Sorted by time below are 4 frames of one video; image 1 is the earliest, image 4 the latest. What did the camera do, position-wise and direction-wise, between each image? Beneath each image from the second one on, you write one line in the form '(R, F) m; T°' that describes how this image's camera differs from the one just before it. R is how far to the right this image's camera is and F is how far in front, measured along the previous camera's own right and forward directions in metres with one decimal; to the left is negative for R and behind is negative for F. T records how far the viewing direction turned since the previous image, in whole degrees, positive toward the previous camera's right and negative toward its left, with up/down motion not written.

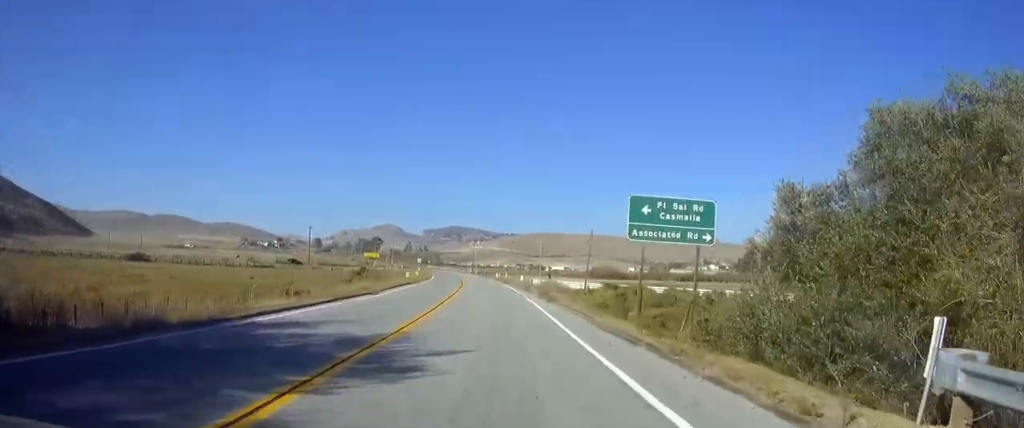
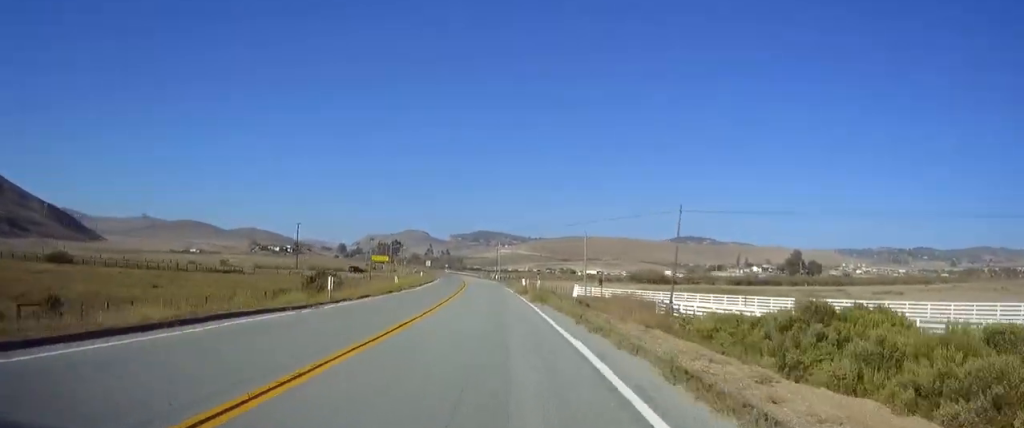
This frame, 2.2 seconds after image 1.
(-0.5, +39.4) m; -2°
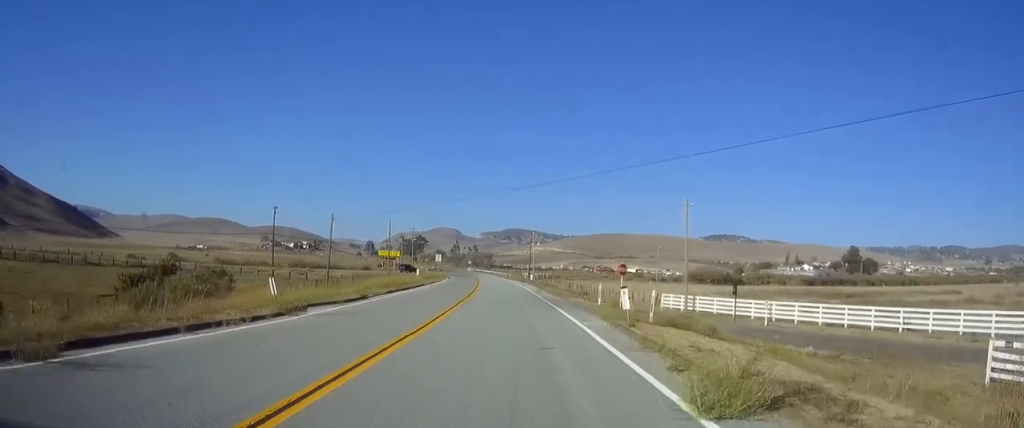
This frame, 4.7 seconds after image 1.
(-1.0, +43.5) m; -2°
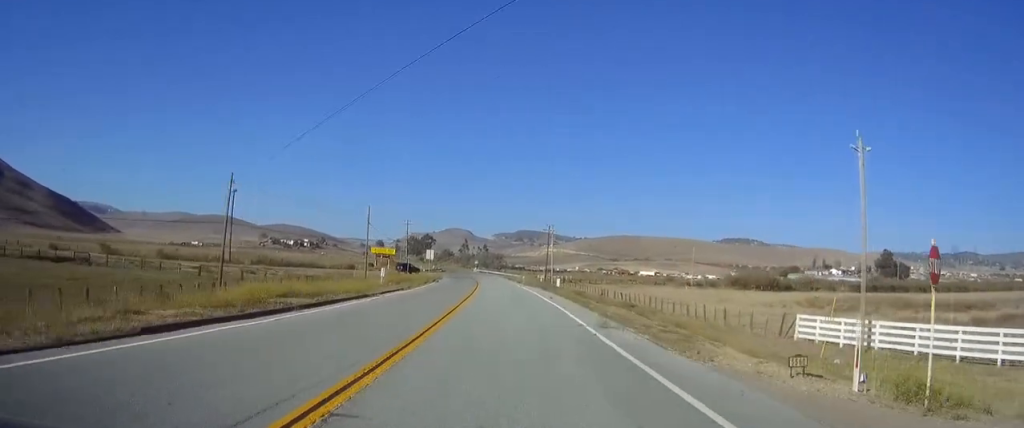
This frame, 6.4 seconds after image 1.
(+0.1, +29.1) m; 0°
